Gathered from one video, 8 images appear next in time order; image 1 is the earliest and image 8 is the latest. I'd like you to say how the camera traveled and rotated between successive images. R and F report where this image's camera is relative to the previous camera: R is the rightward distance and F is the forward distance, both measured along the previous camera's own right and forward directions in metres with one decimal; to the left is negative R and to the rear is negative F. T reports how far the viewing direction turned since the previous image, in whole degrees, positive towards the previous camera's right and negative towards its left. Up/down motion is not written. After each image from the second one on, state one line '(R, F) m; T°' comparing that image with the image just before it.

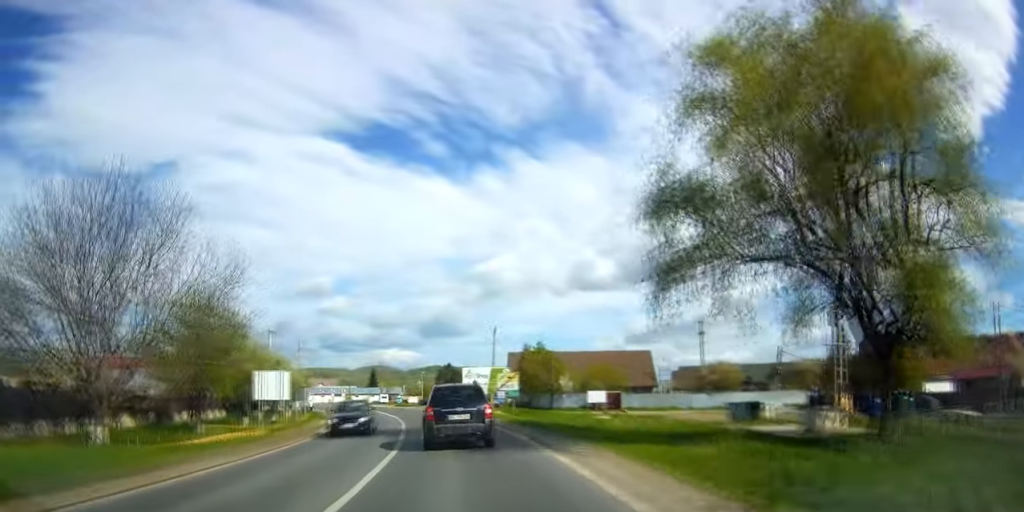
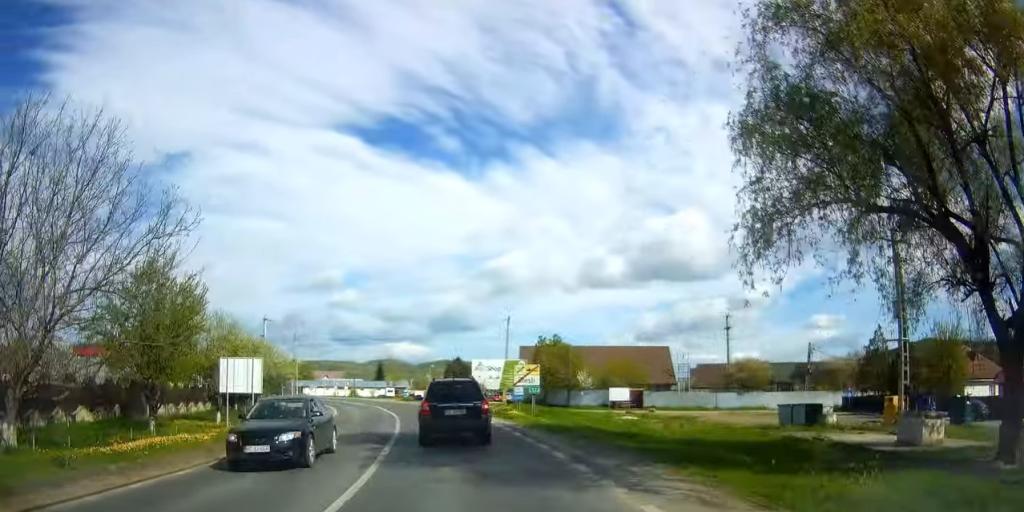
(0.0, +5.6) m; -1°
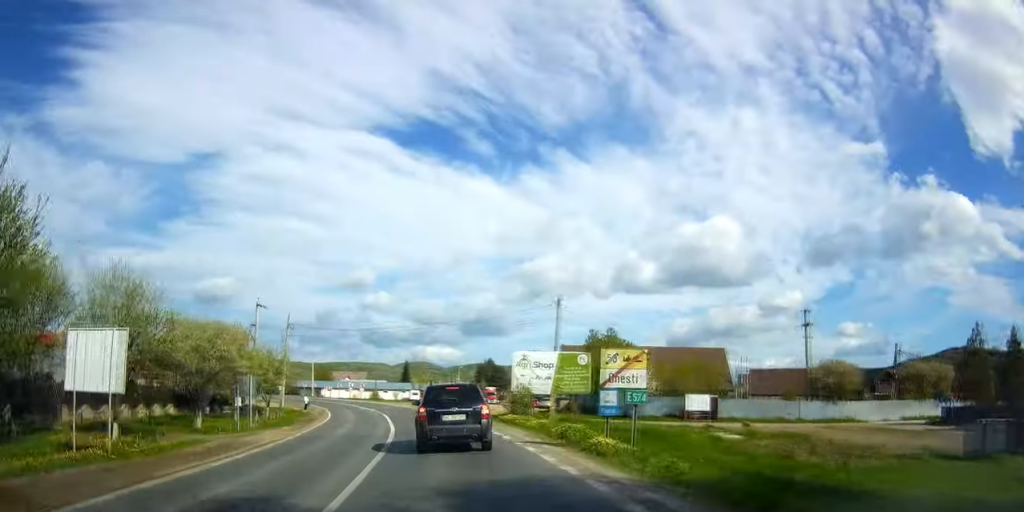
(-0.1, +12.9) m; -3°
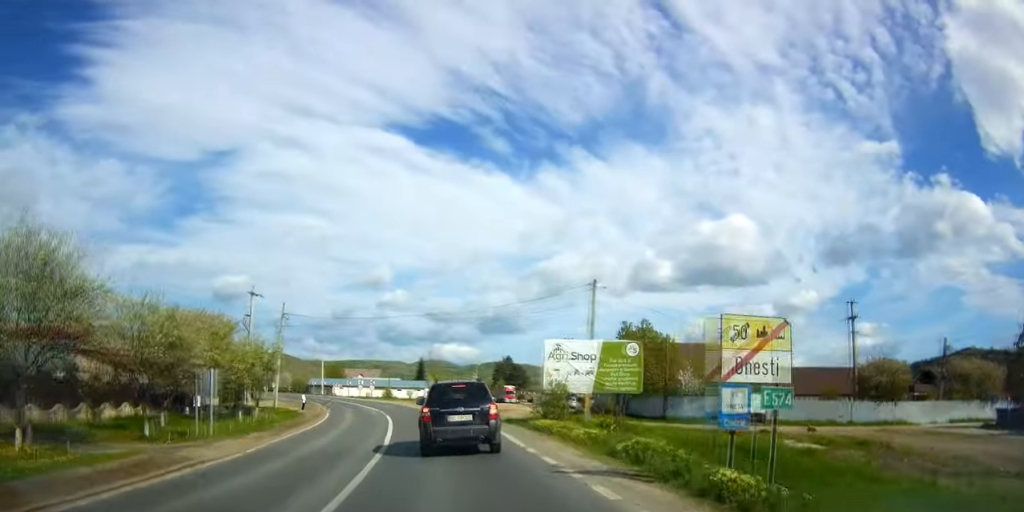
(-0.1, +6.1) m; -2°
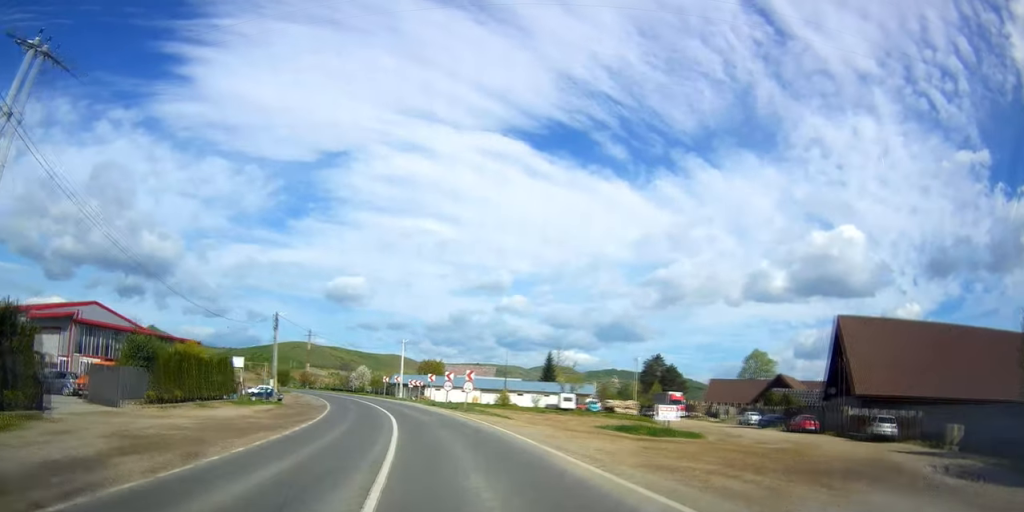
(-4.9, +42.4) m; -13°
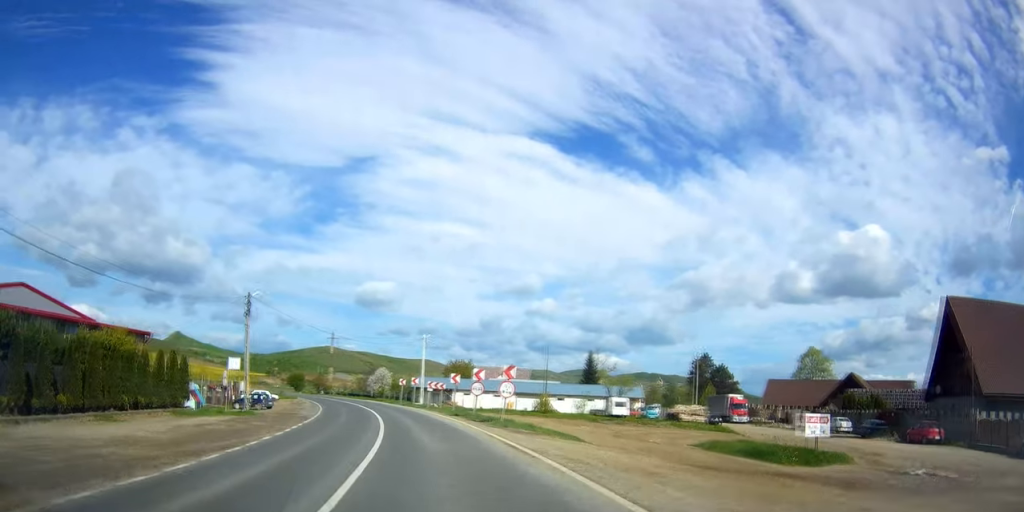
(-0.3, +12.3) m; -2°
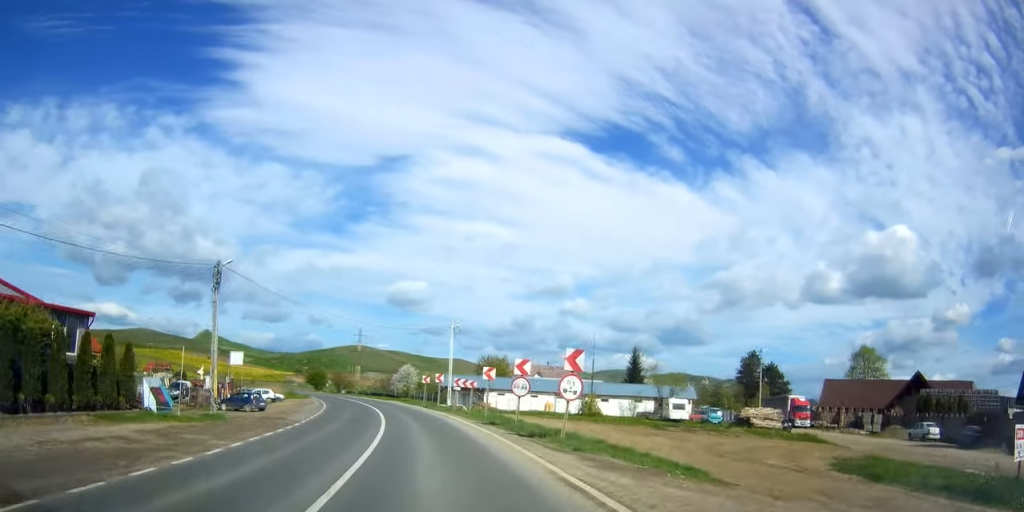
(-0.1, +9.2) m; -3°
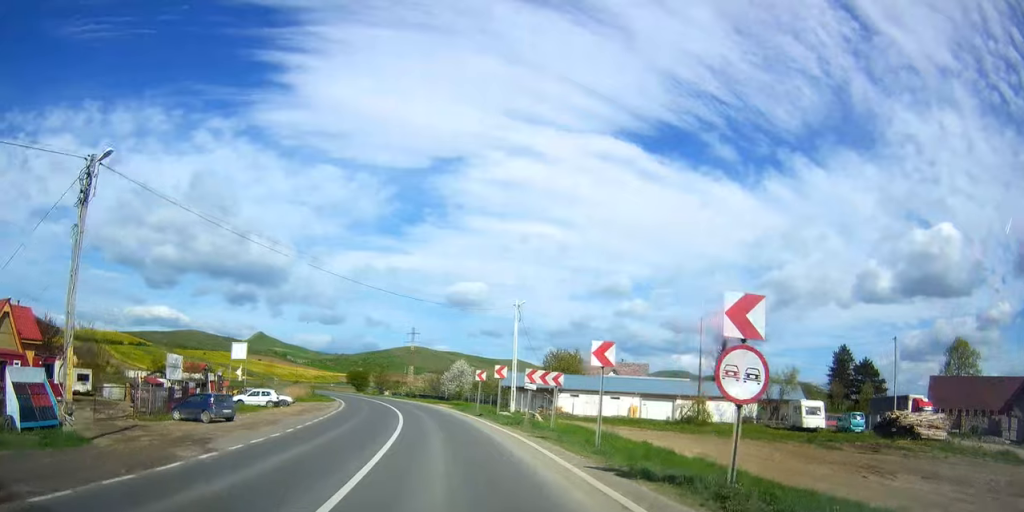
(-0.6, +14.9) m; -6°
